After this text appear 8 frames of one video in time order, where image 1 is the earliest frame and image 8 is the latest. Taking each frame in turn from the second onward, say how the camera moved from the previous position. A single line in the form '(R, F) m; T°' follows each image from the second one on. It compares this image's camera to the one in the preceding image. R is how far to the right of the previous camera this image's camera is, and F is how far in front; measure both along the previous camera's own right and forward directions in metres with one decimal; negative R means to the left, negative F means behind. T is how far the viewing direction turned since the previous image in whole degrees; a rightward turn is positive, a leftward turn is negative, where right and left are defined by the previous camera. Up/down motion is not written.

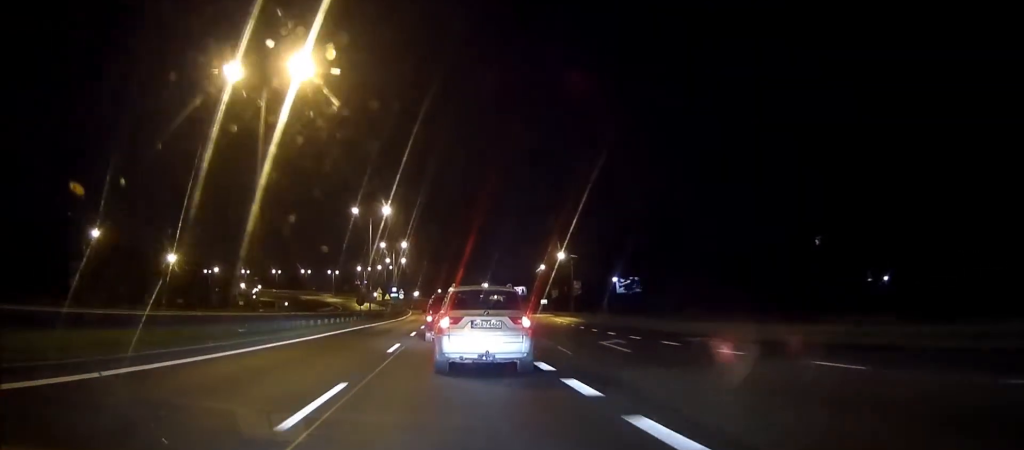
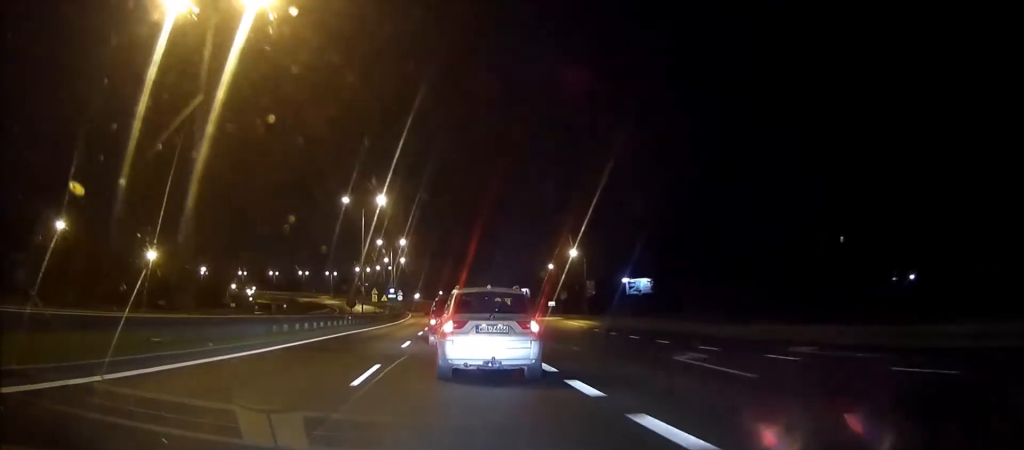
(0.0, +8.3) m; 0°
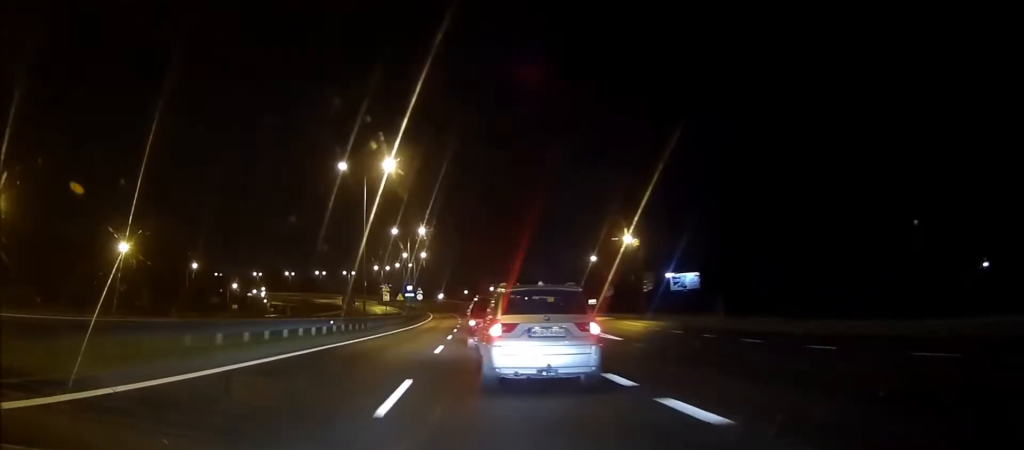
(0.0, +16.3) m; +1°
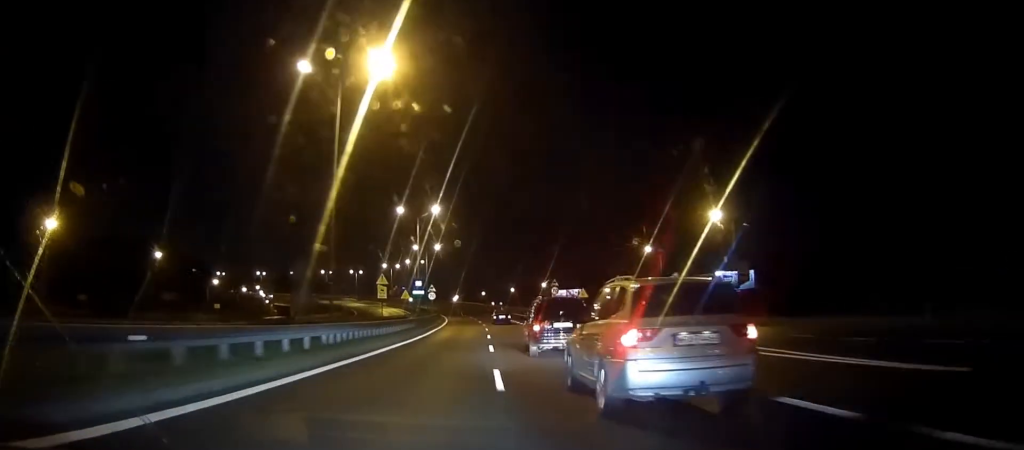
(+0.3, +21.5) m; +1°
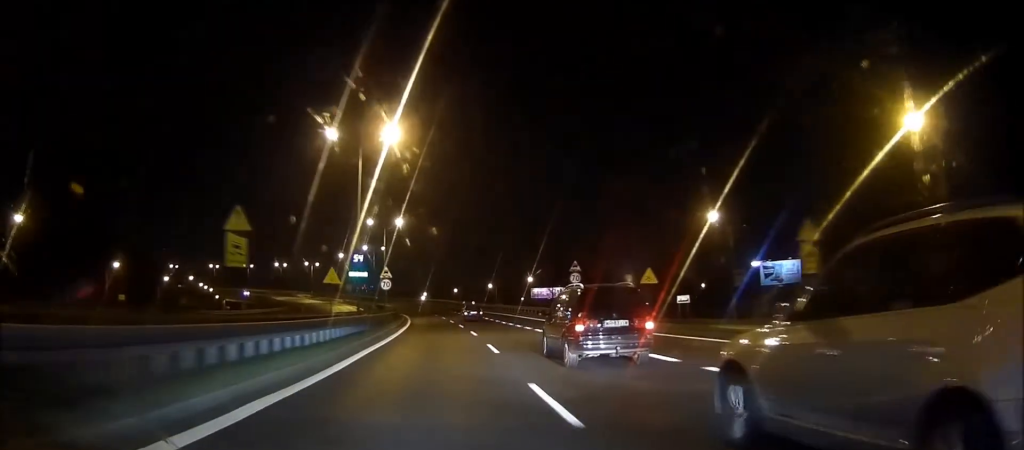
(-0.2, +29.6) m; -3°
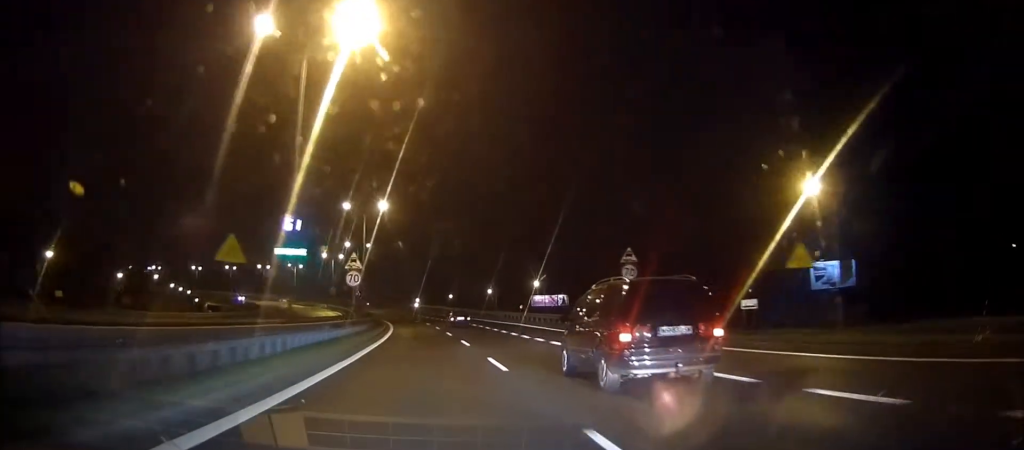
(-0.5, +16.7) m; -1°
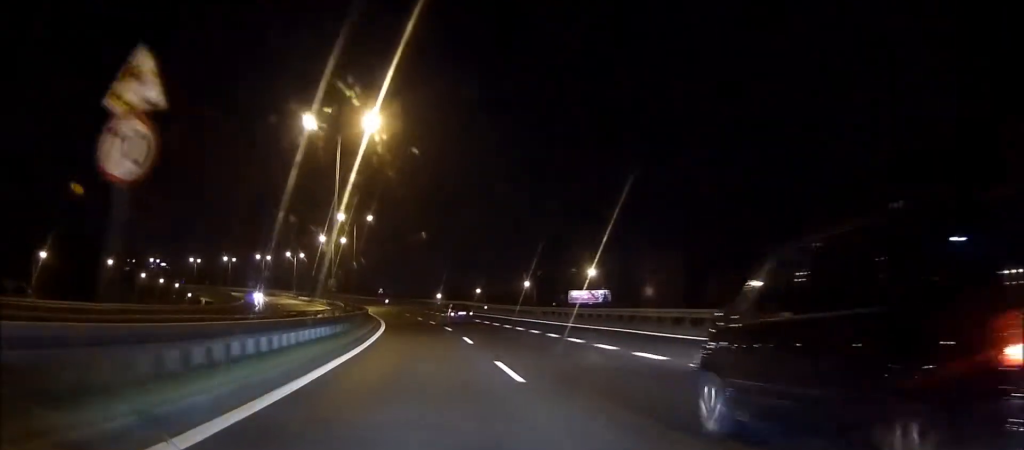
(-0.4, +27.2) m; -3°
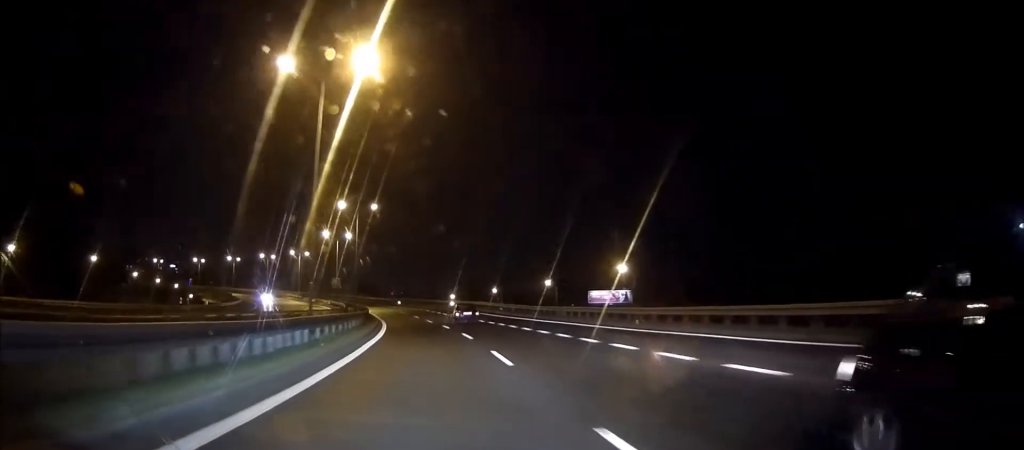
(-0.3, +9.0) m; -2°
